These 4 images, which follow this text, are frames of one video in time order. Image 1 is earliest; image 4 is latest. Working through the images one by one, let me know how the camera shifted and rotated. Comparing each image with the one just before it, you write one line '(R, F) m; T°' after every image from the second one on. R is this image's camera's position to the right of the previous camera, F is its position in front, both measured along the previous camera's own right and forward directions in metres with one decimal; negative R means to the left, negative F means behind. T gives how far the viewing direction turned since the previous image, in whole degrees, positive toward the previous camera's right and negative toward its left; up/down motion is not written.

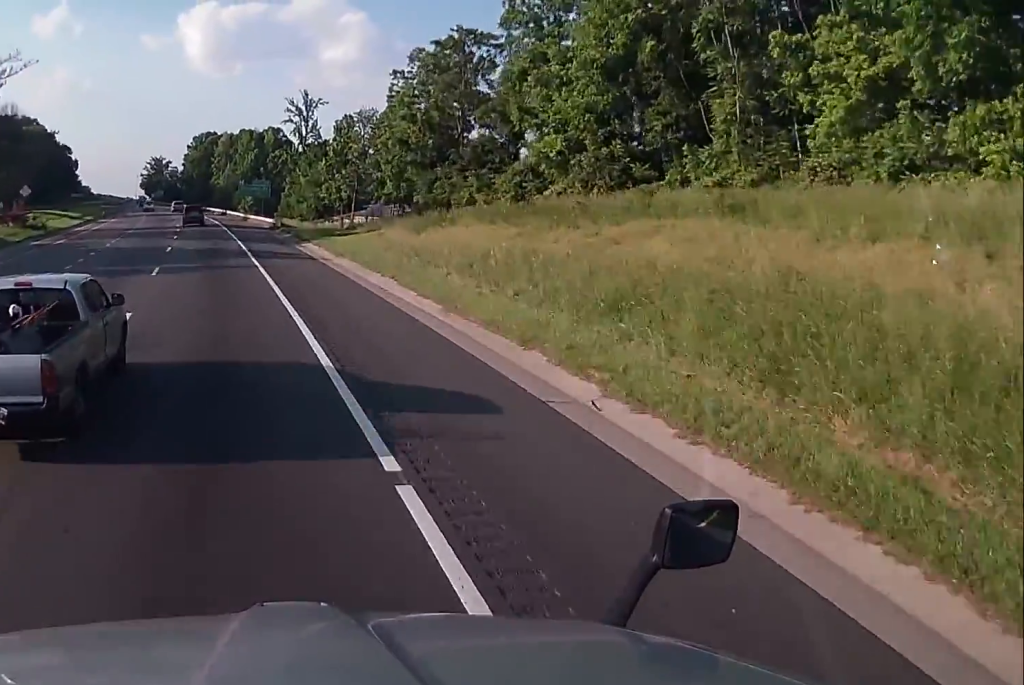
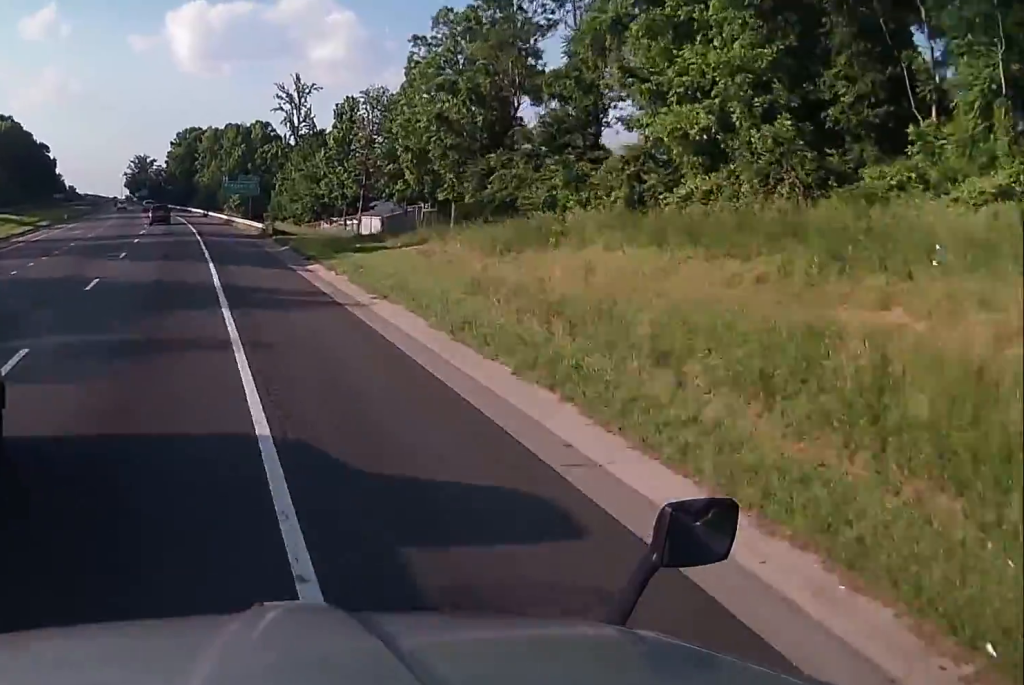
(+0.5, +16.7) m; 0°
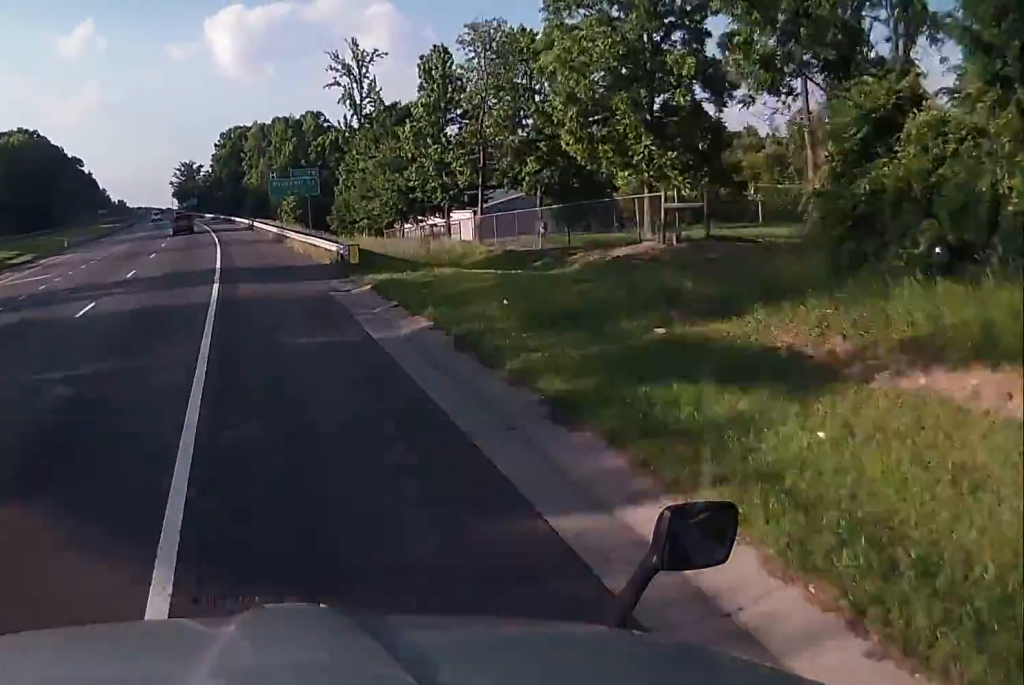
(-0.1, +26.9) m; -2°
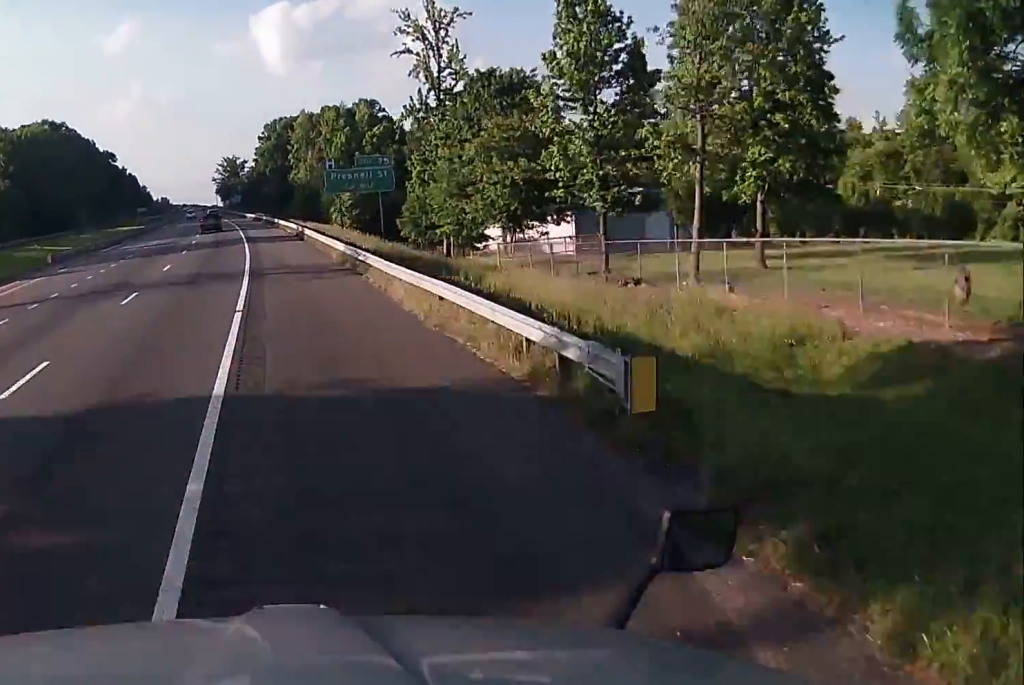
(-0.4, +22.0) m; -2°
